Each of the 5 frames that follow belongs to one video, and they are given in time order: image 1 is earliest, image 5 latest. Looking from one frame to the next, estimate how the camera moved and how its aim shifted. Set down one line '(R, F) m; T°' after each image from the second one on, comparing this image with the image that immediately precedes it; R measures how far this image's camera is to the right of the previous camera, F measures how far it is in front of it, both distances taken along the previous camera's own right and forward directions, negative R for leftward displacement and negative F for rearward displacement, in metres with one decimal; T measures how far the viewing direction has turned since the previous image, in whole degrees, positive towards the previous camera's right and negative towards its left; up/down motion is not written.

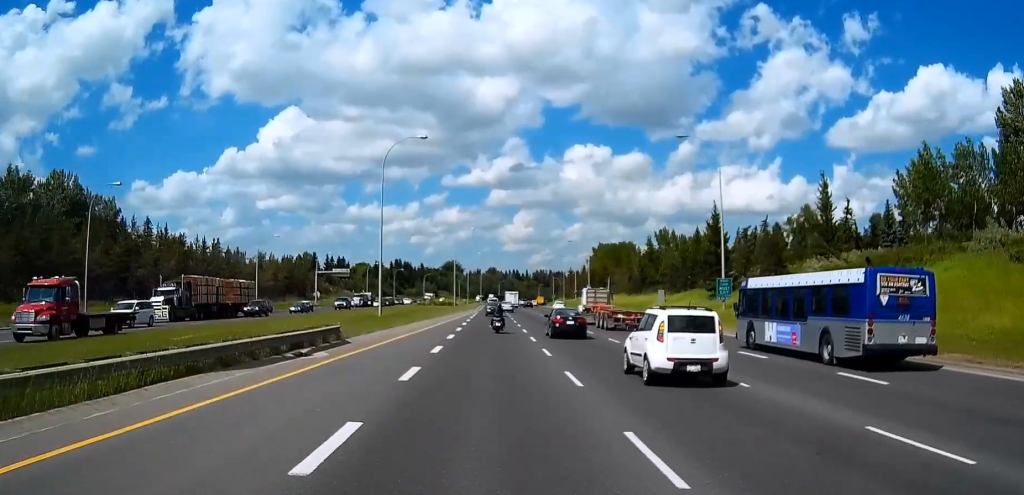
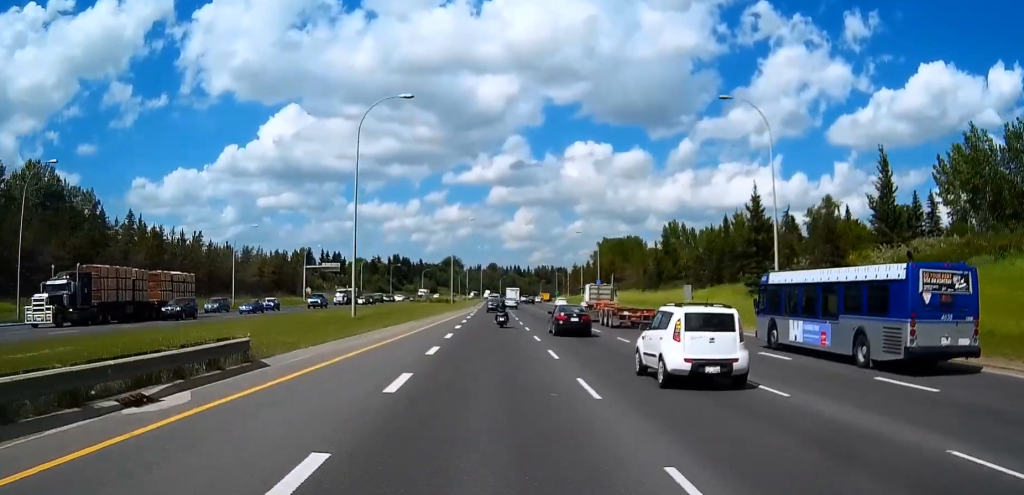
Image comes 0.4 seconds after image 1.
(0.0, +11.2) m; 0°
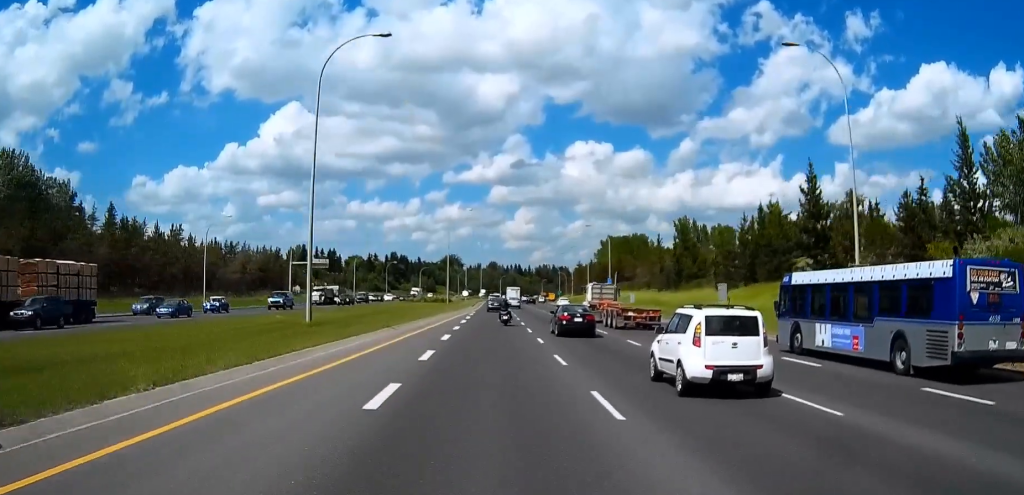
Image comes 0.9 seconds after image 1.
(0.0, +11.2) m; 0°
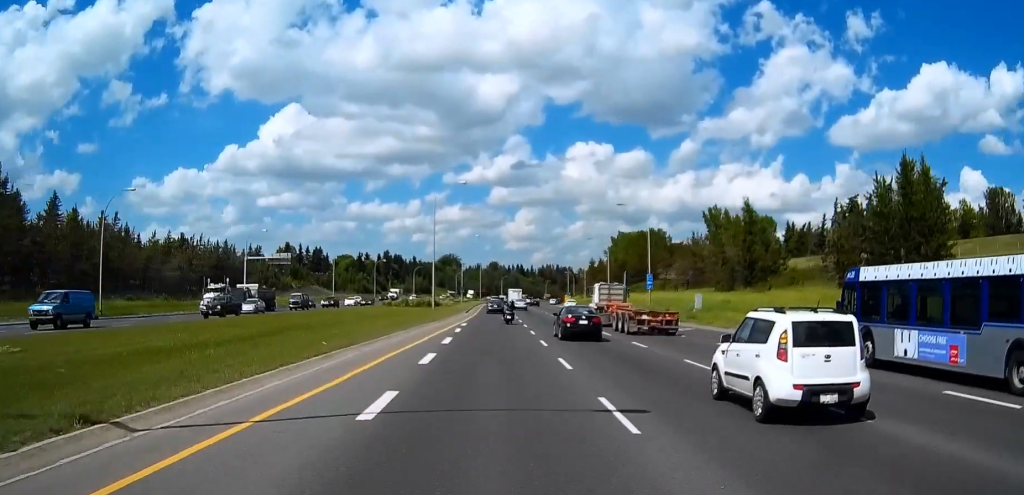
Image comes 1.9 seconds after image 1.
(0.0, +27.6) m; 0°
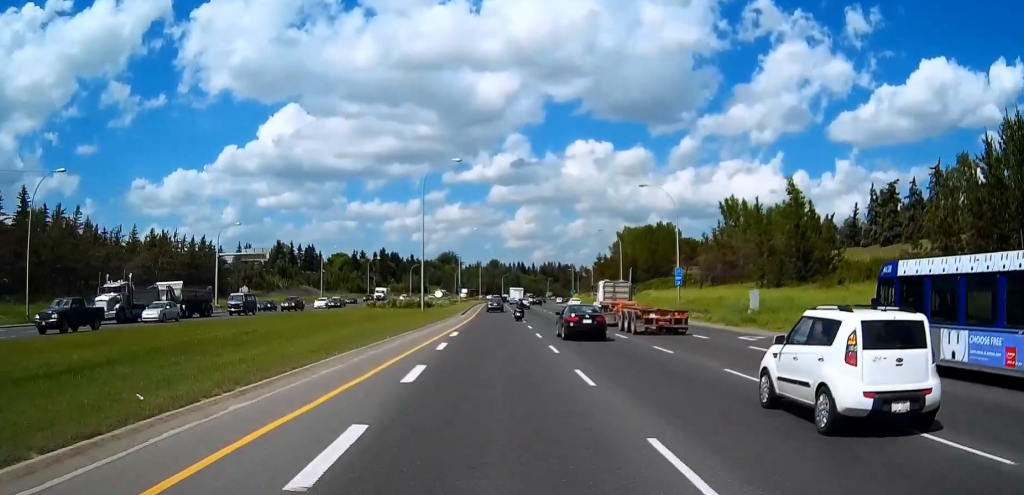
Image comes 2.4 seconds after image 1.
(0.0, +12.8) m; 0°
